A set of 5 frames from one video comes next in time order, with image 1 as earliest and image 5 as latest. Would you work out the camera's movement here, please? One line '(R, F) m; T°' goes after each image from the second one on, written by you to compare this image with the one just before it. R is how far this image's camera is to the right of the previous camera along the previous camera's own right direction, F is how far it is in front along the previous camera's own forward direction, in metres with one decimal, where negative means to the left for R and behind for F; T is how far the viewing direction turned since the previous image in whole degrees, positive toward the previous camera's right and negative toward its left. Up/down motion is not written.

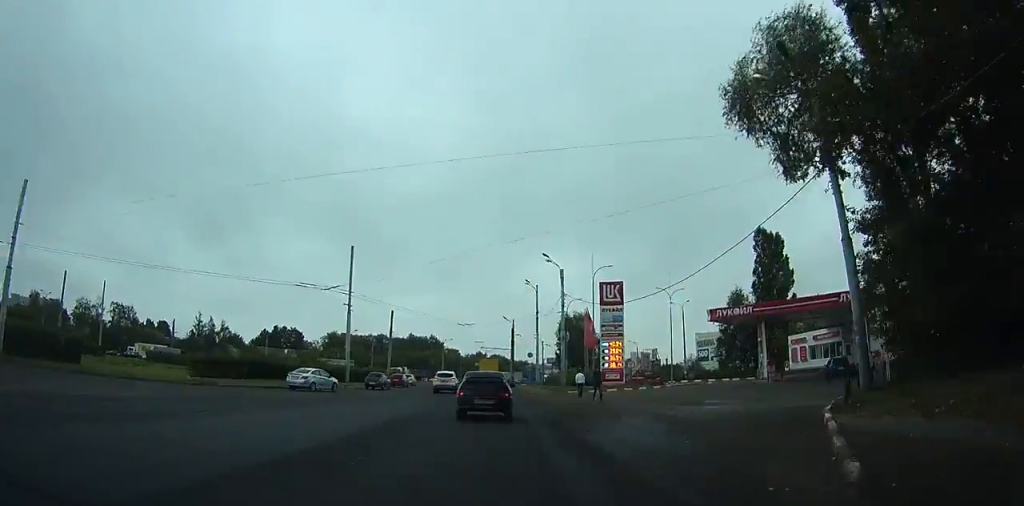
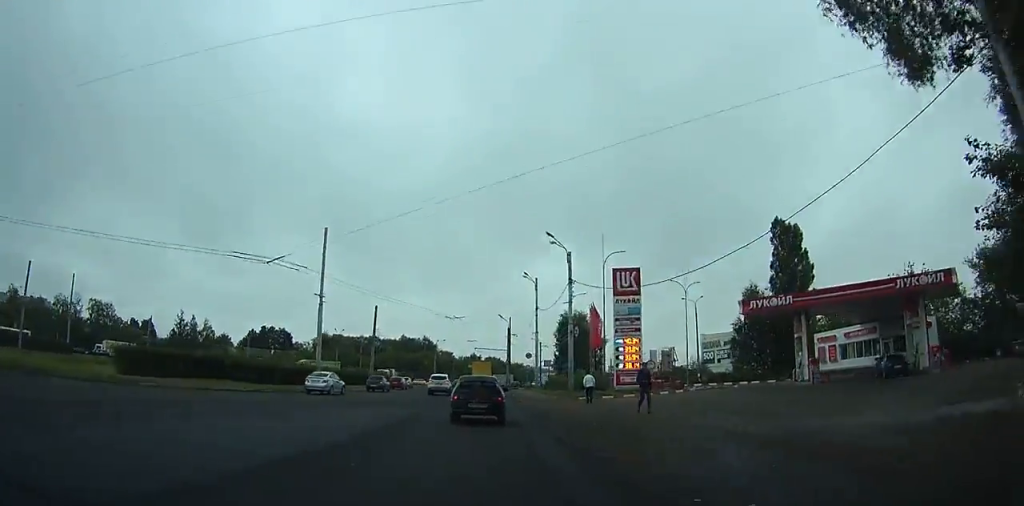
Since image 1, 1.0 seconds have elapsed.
(+0.2, +6.5) m; +1°
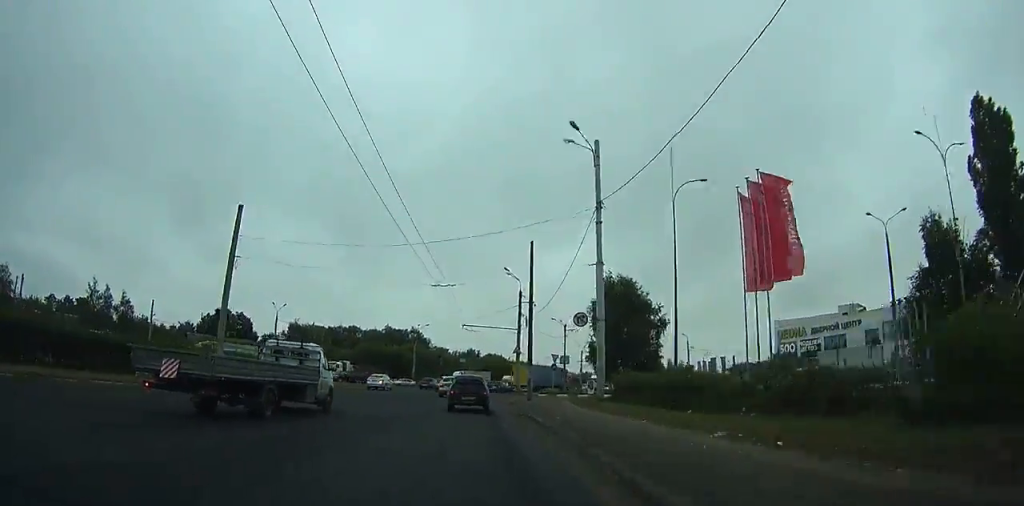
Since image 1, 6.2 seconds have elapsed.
(+0.9, +35.4) m; +1°
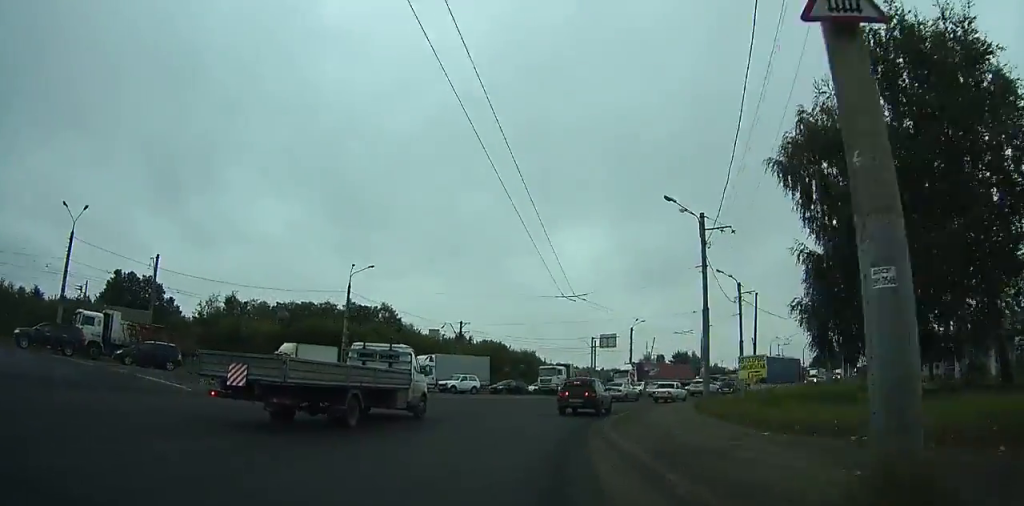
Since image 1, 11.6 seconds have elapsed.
(-1.3, +46.6) m; -2°
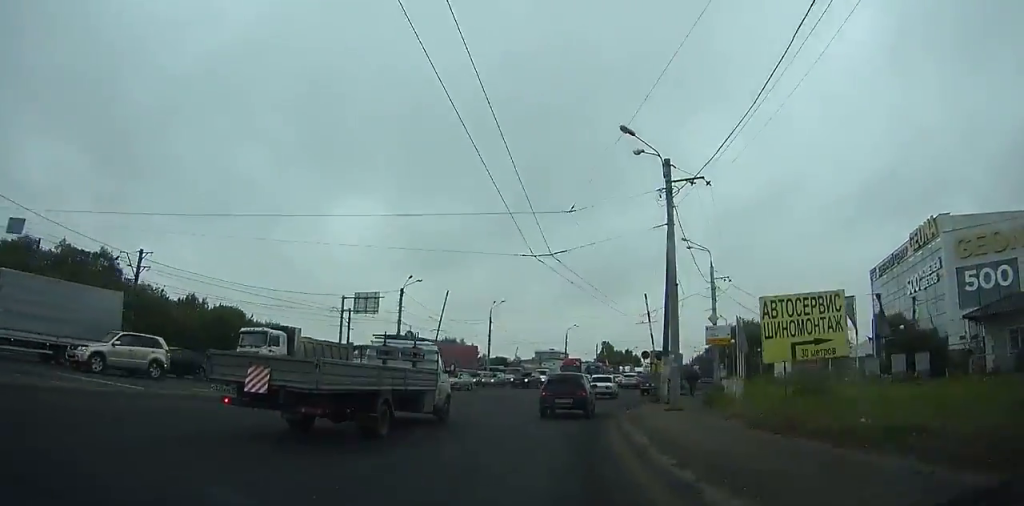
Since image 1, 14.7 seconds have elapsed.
(+1.3, +28.4) m; +10°
